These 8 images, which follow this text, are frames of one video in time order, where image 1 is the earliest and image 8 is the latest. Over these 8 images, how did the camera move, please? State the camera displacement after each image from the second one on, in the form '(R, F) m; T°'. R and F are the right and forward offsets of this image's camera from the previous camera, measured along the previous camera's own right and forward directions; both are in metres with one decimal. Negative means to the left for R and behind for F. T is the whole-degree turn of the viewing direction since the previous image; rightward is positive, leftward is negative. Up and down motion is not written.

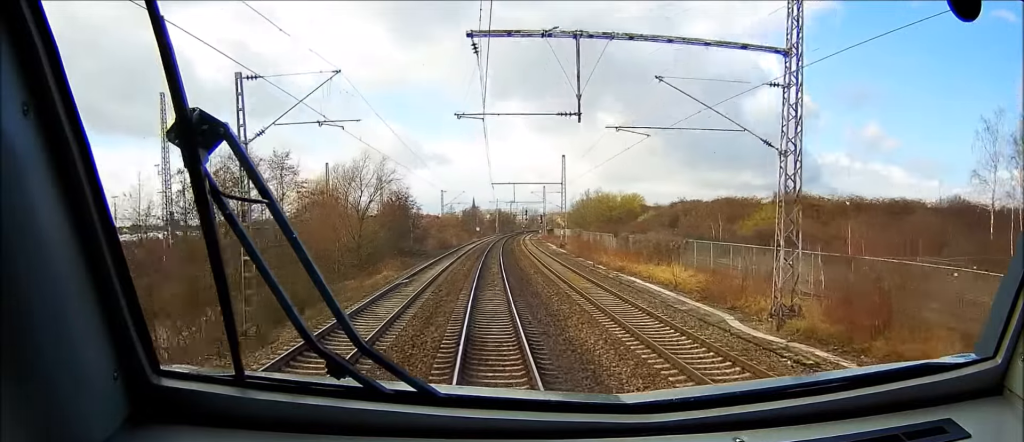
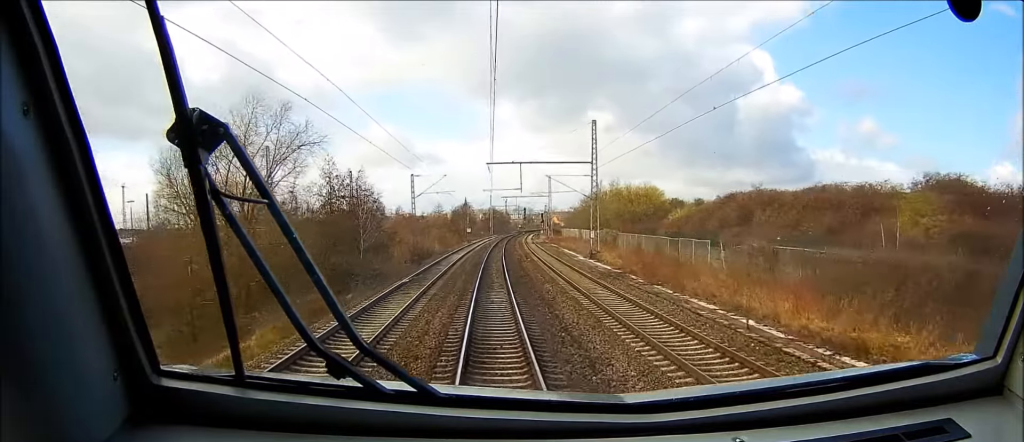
(0.0, +31.7) m; -1°
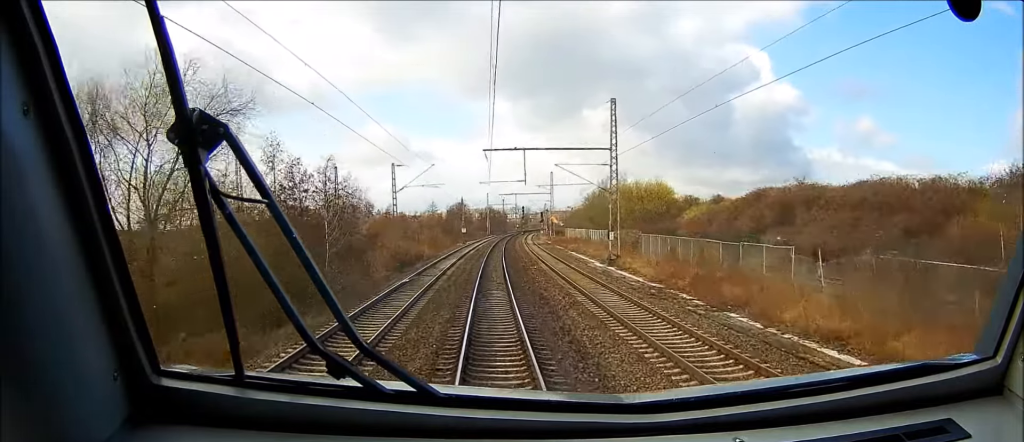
(-0.1, +10.9) m; 0°
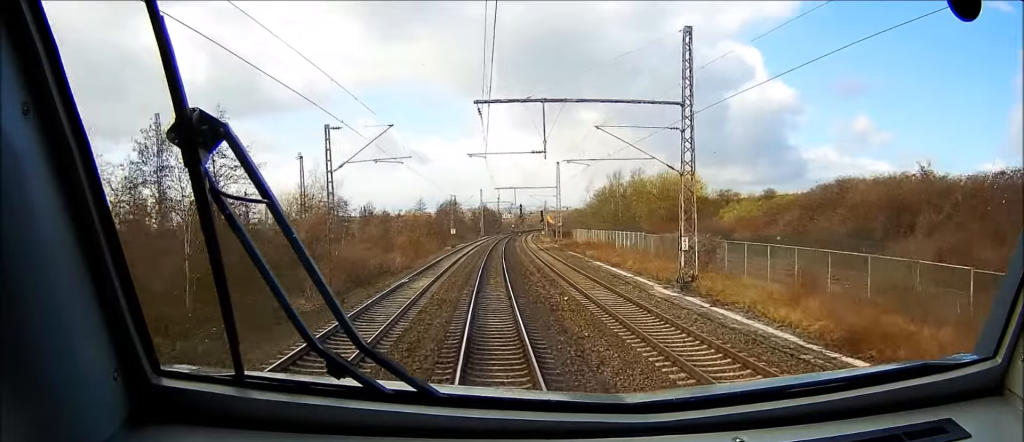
(+0.1, +20.6) m; 0°
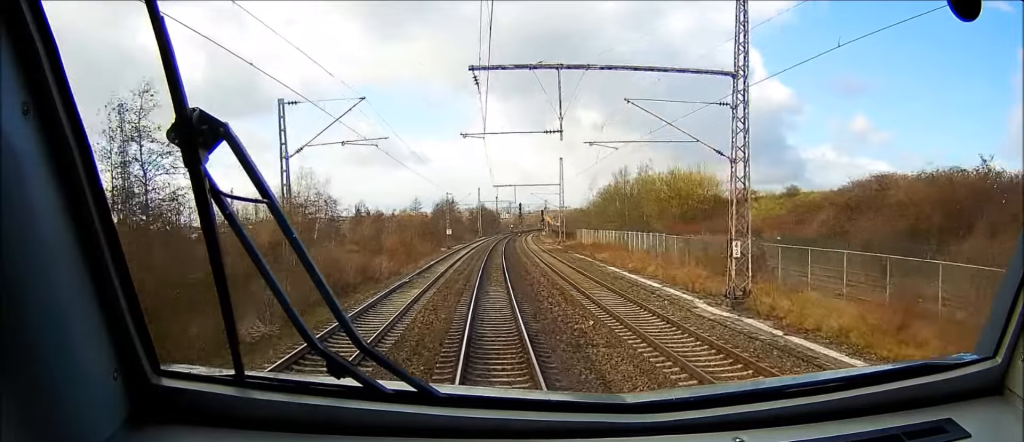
(0.0, +7.5) m; 0°
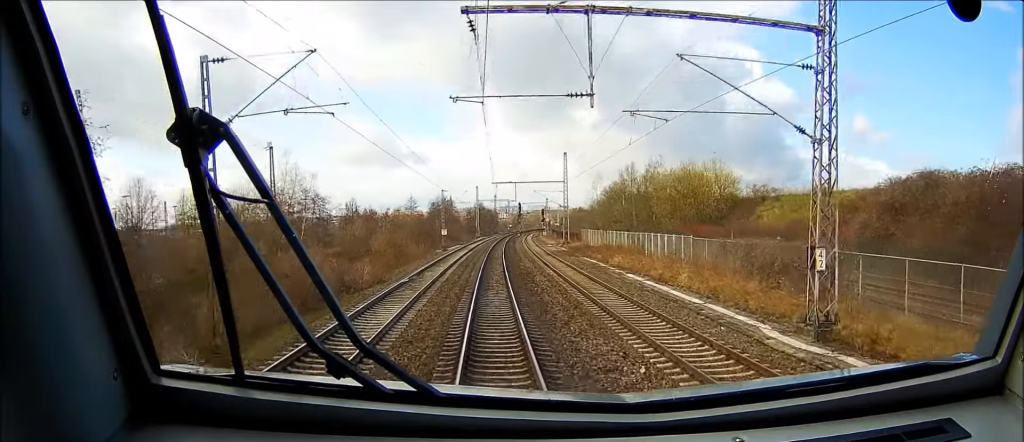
(0.0, +6.9) m; 0°
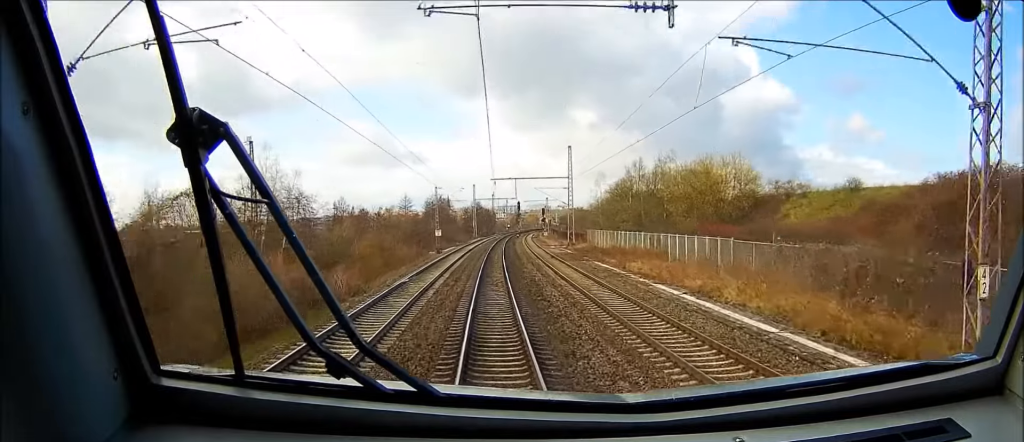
(0.0, +7.4) m; 0°
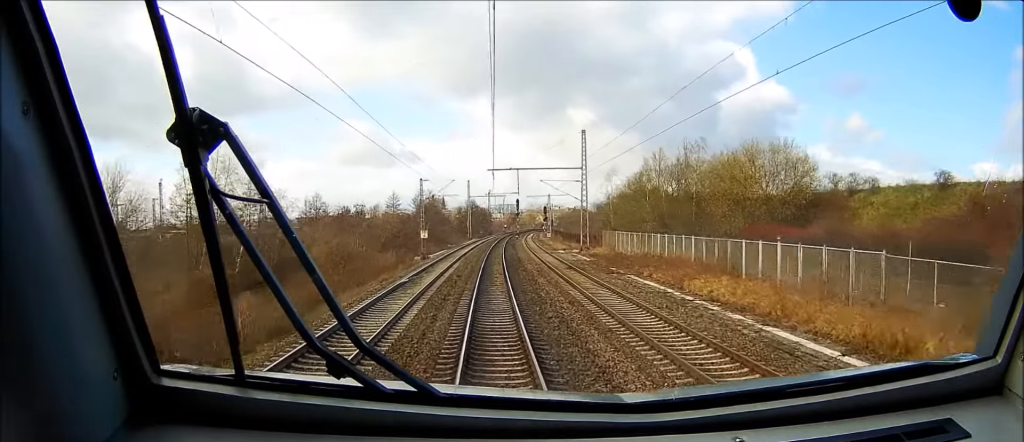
(0.0, +15.1) m; 0°
